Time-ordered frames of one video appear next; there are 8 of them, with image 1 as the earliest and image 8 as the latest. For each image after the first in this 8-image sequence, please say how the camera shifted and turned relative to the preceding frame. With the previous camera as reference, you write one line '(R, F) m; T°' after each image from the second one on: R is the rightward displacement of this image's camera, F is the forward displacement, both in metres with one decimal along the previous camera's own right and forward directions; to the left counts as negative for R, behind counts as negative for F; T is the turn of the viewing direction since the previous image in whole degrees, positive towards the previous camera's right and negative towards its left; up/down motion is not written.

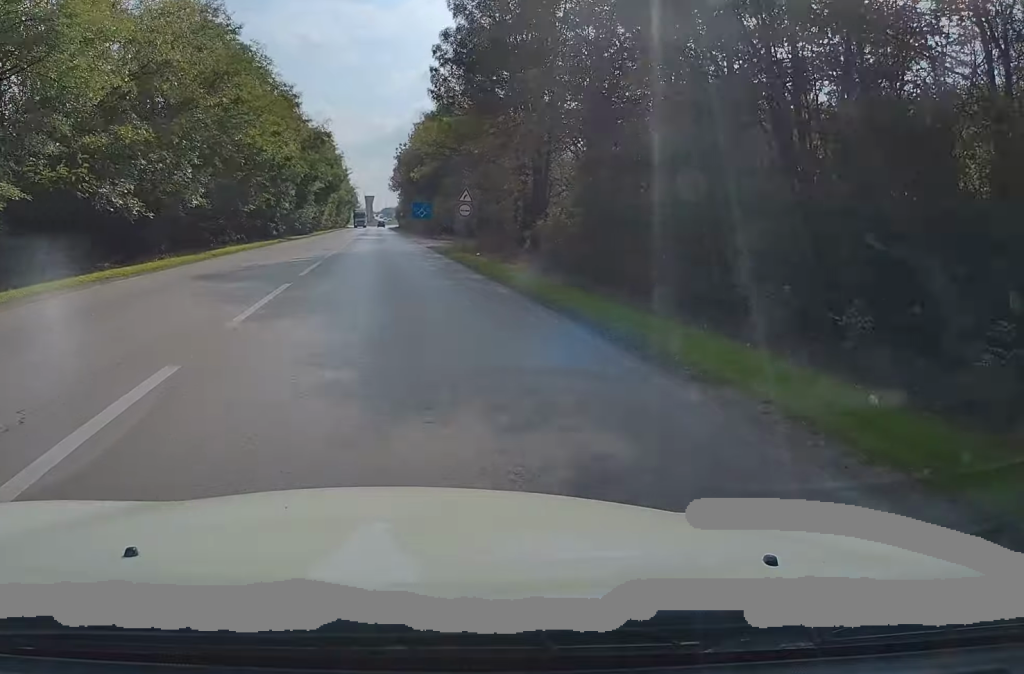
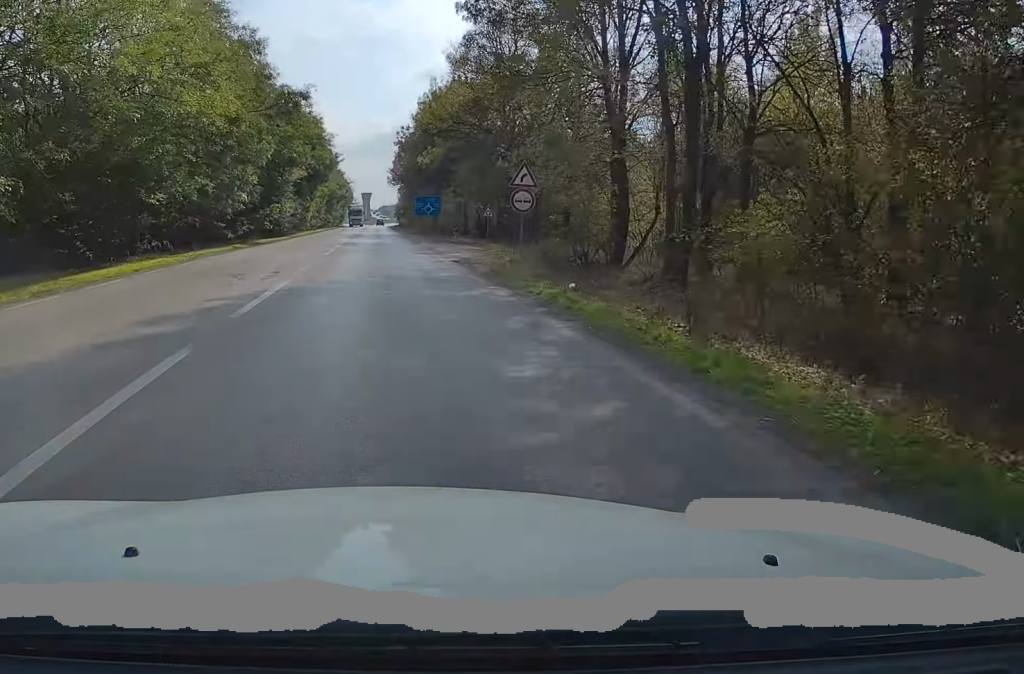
(0.0, +16.6) m; 0°
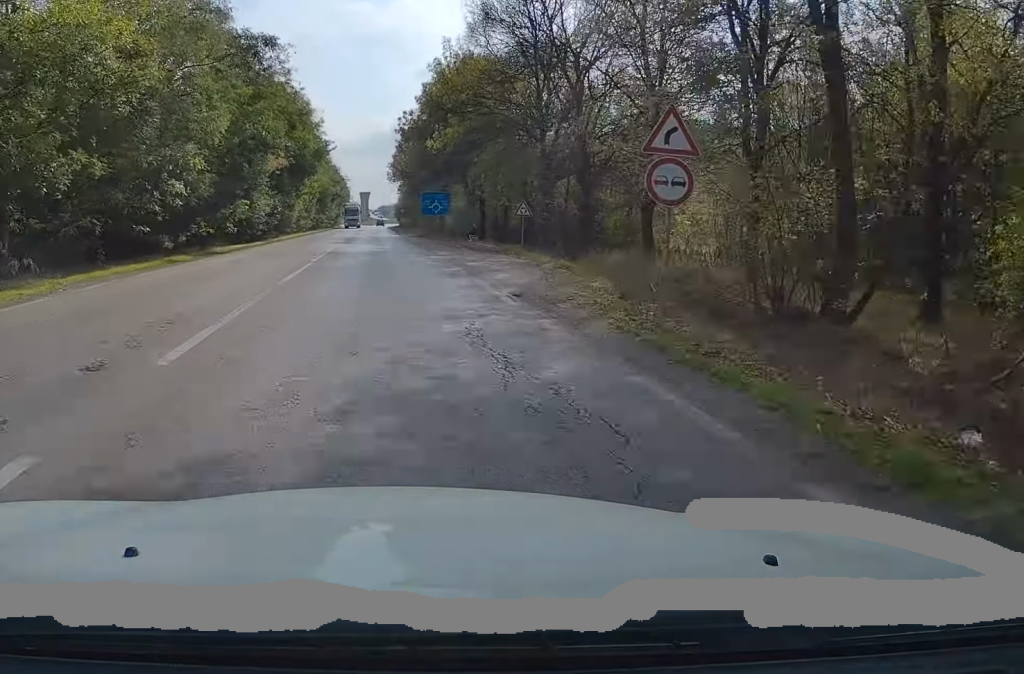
(0.0, +12.1) m; 0°
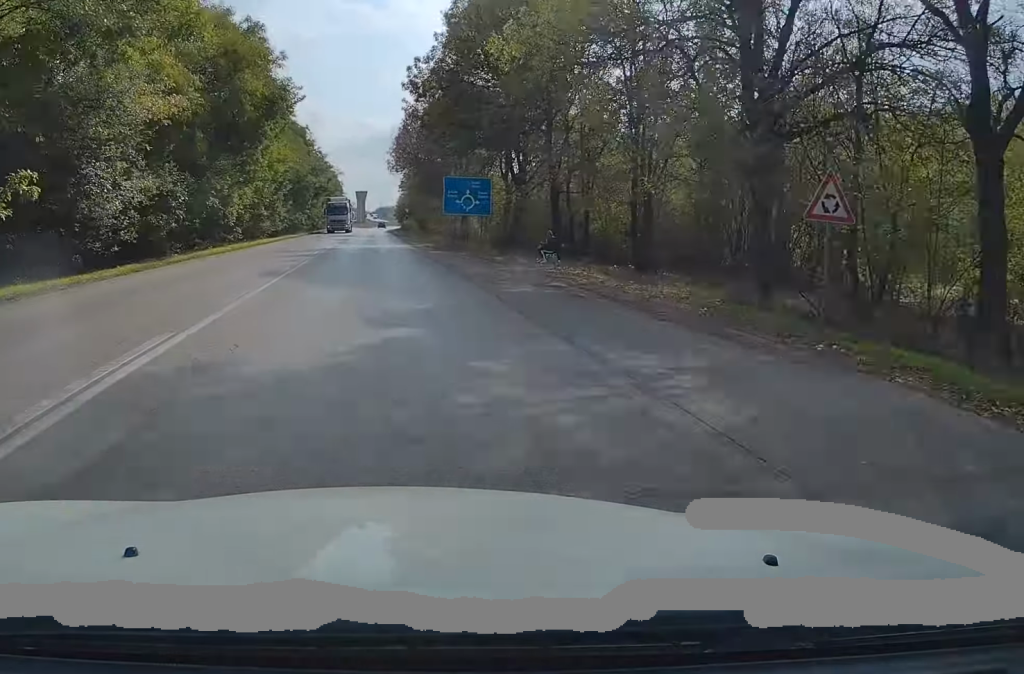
(-0.1, +25.5) m; 0°
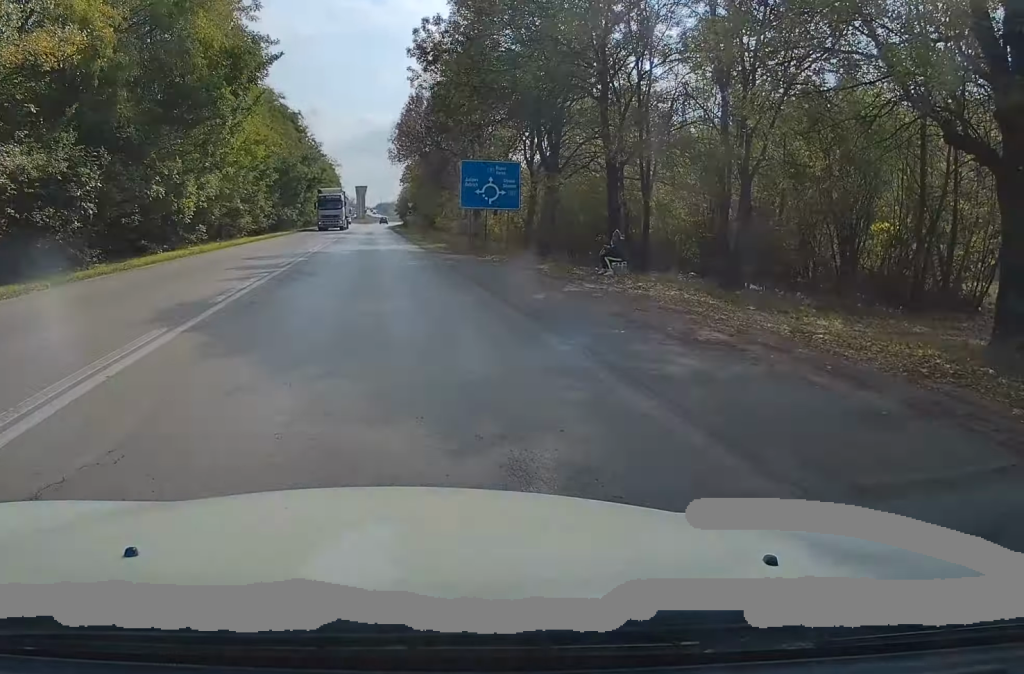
(0.0, +8.6) m; 0°
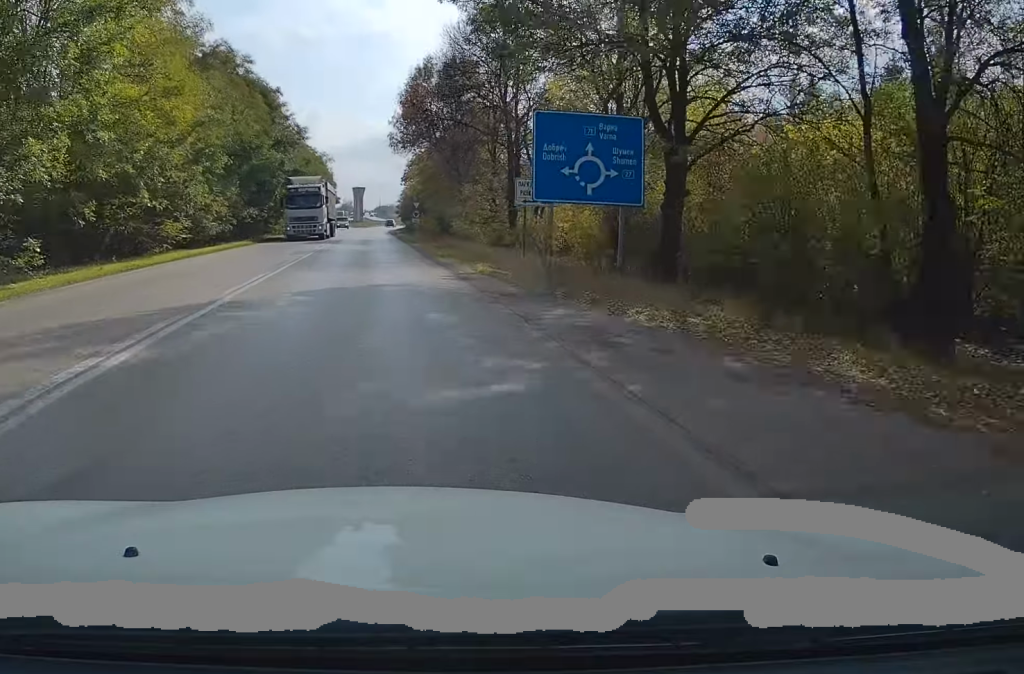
(-0.1, +16.3) m; 0°
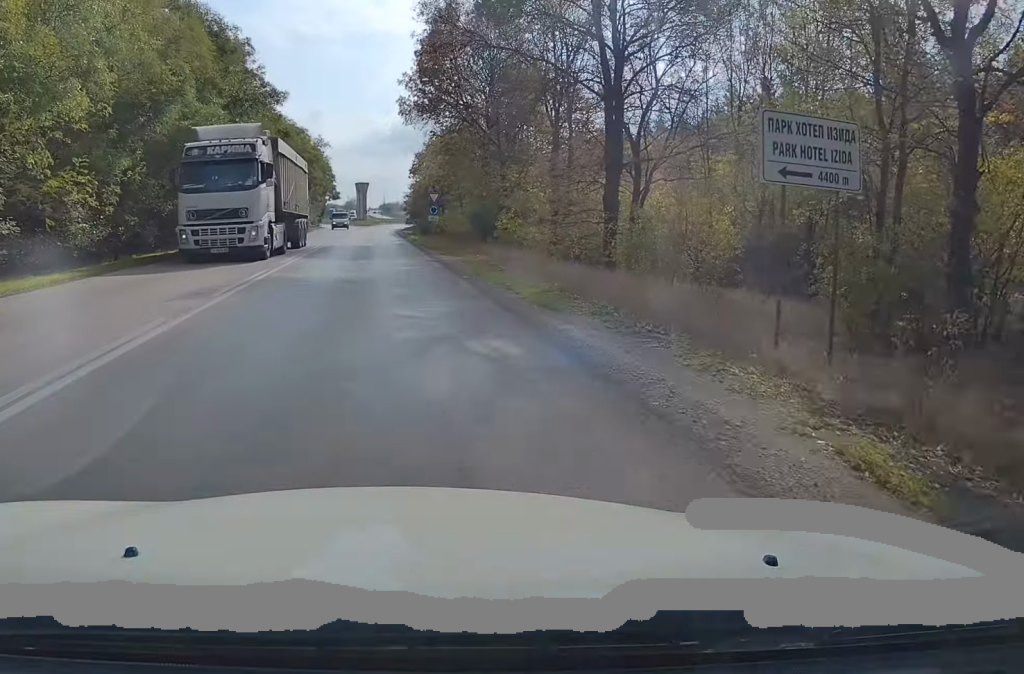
(+0.1, +17.6) m; 0°
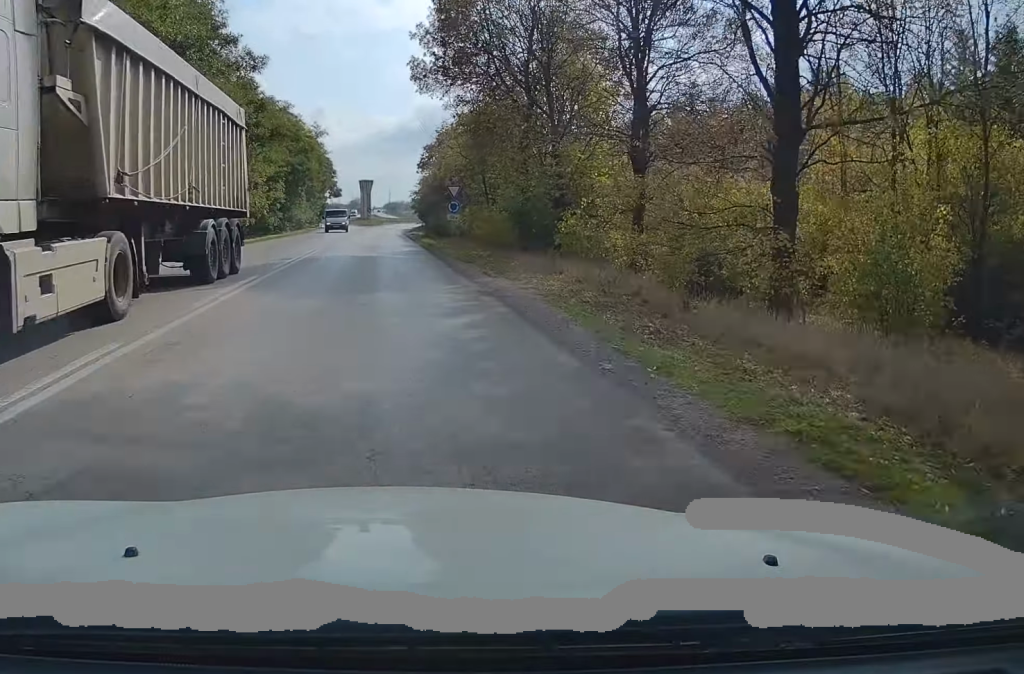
(-0.2, +10.7) m; -1°
